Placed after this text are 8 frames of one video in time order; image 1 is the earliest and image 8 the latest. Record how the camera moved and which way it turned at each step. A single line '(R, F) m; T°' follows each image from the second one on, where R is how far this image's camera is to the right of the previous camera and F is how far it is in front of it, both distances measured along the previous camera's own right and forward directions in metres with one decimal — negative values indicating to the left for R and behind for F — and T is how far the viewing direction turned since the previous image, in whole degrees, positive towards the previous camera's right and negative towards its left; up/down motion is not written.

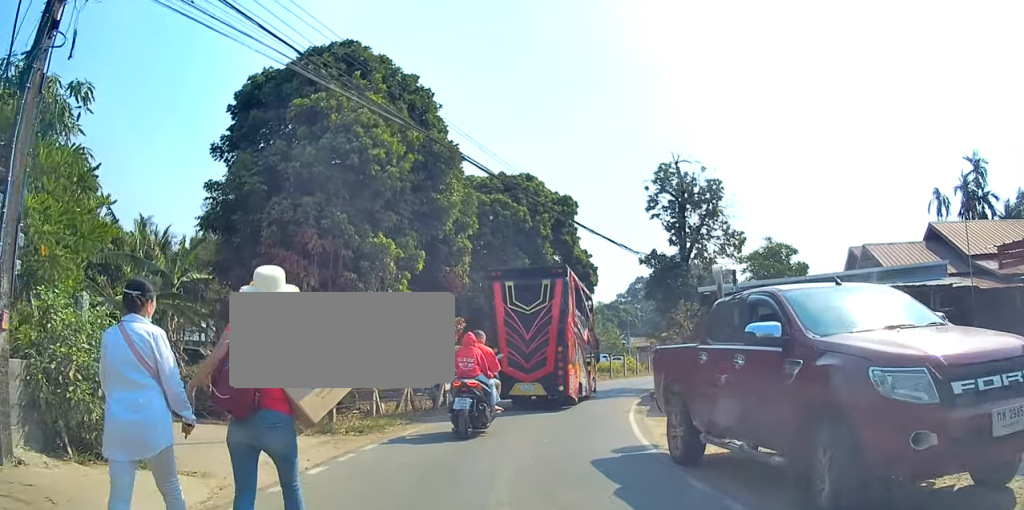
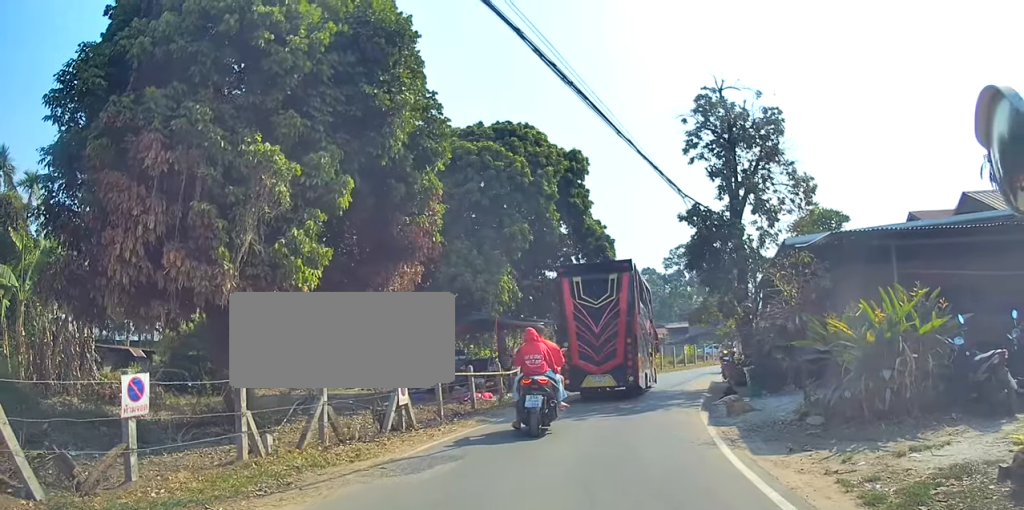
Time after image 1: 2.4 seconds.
(-0.1, +5.0) m; -2°
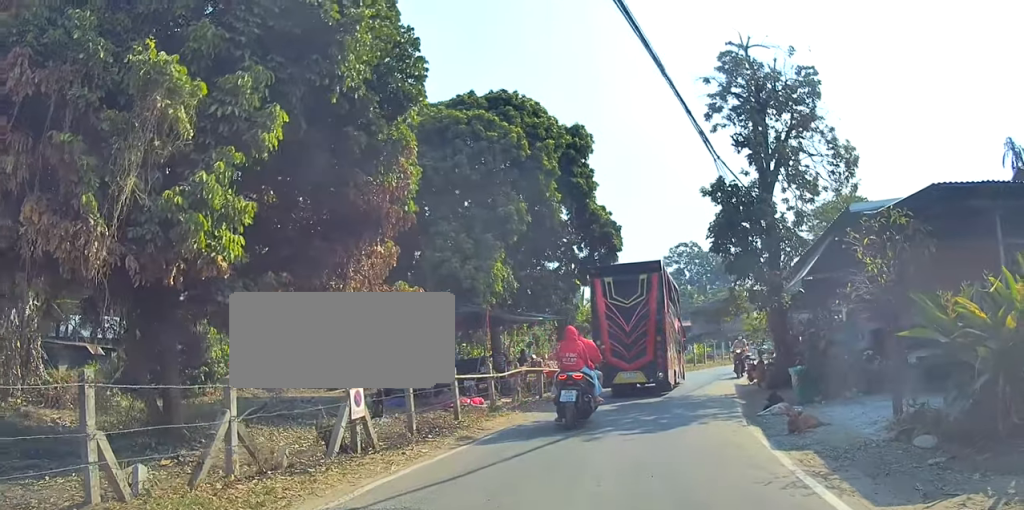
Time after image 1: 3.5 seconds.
(0.0, +2.7) m; 0°
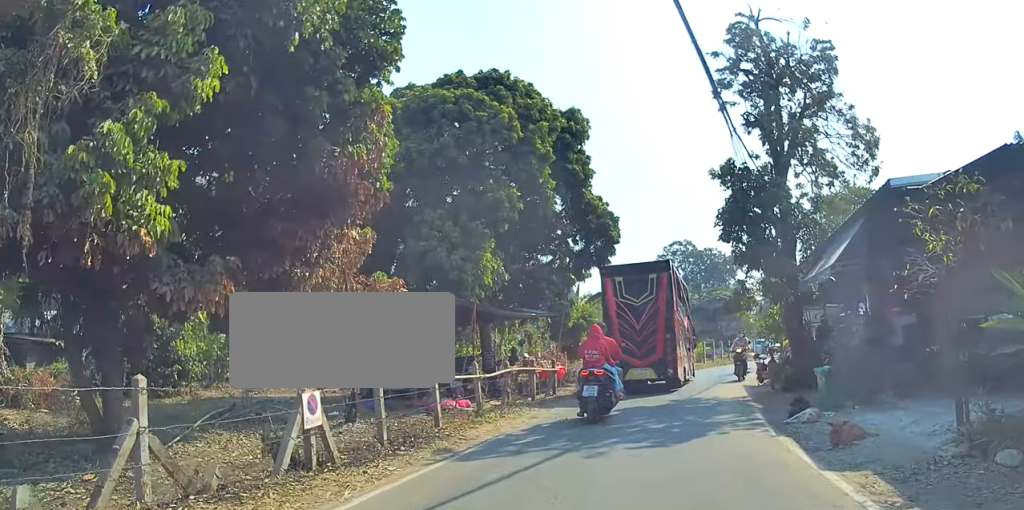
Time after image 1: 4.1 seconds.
(0.0, +1.5) m; 0°
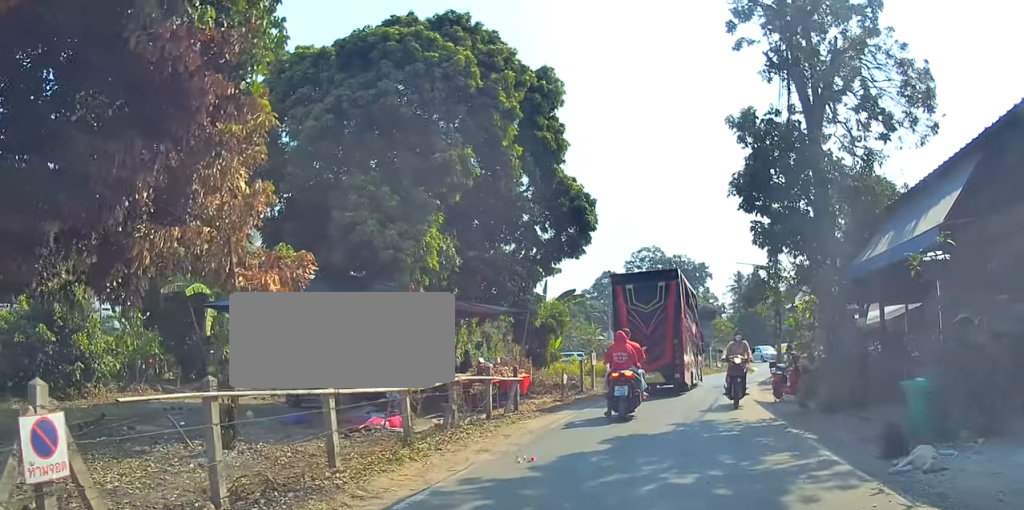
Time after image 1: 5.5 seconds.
(0.0, +3.8) m; +2°
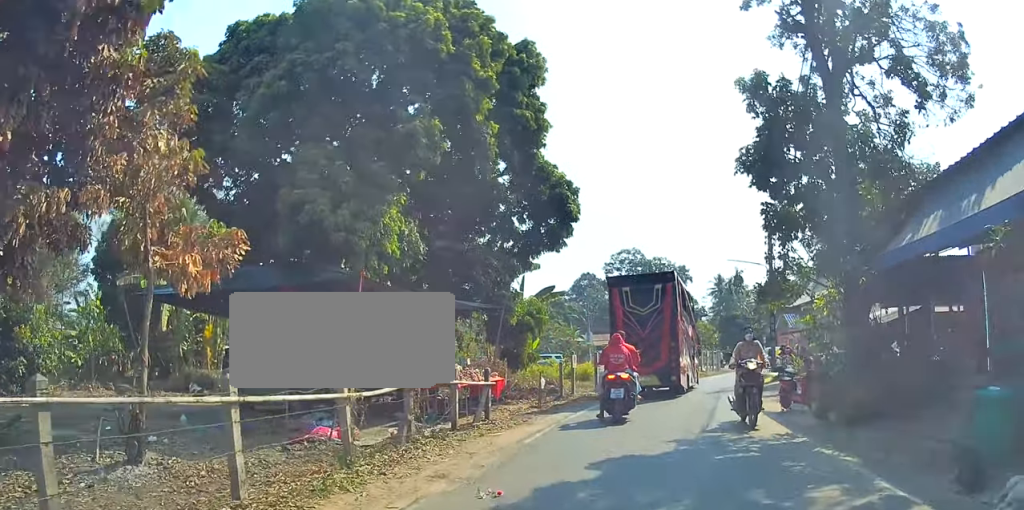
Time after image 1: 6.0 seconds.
(0.0, +1.5) m; +1°
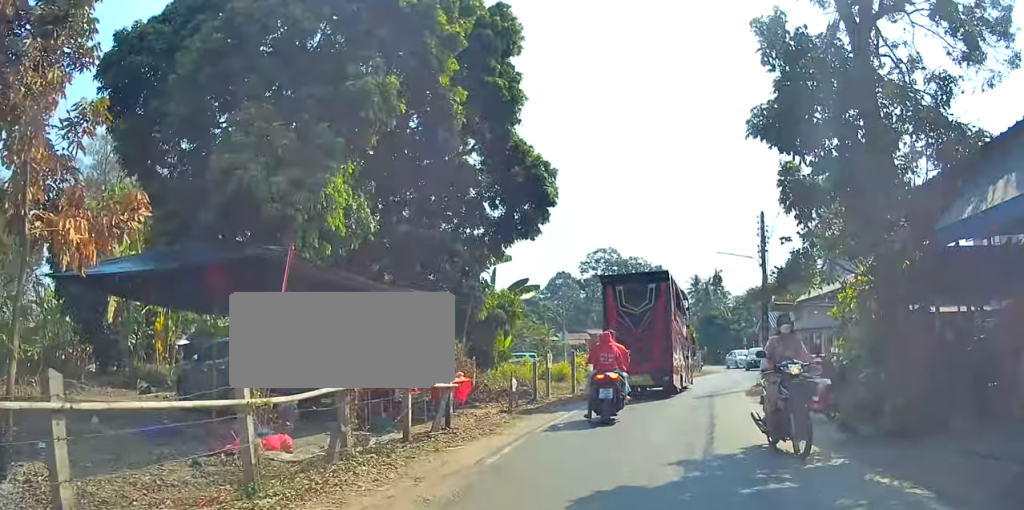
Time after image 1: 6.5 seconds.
(0.0, +1.4) m; +1°
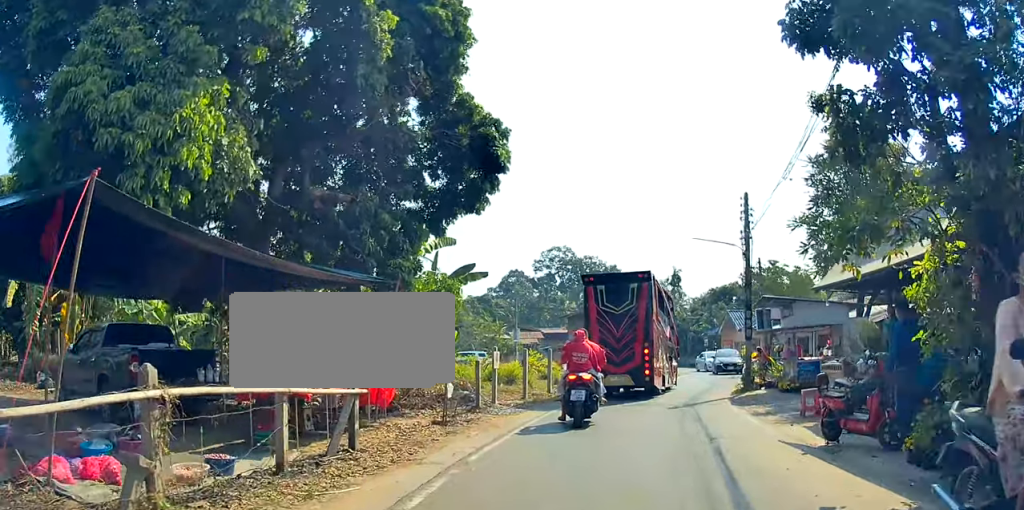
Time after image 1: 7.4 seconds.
(0.0, +2.6) m; 0°
